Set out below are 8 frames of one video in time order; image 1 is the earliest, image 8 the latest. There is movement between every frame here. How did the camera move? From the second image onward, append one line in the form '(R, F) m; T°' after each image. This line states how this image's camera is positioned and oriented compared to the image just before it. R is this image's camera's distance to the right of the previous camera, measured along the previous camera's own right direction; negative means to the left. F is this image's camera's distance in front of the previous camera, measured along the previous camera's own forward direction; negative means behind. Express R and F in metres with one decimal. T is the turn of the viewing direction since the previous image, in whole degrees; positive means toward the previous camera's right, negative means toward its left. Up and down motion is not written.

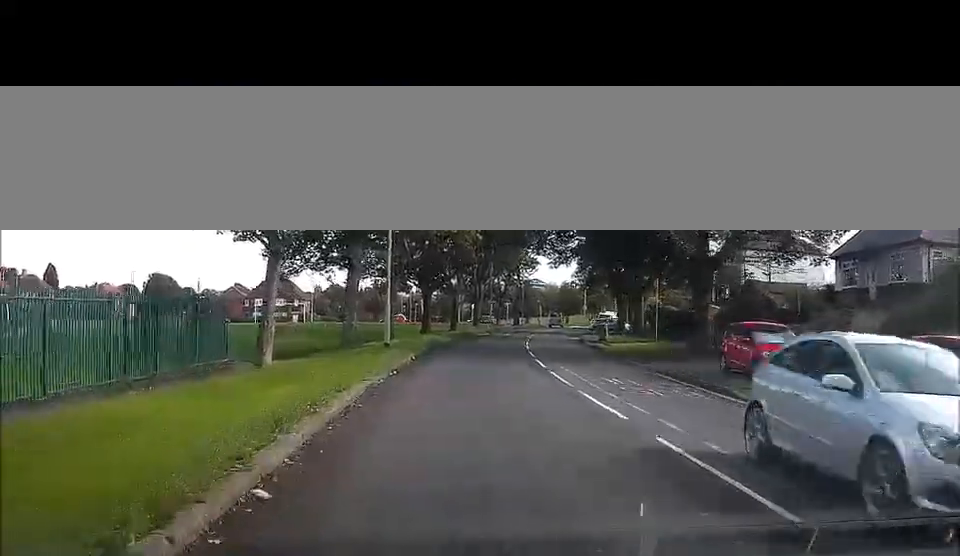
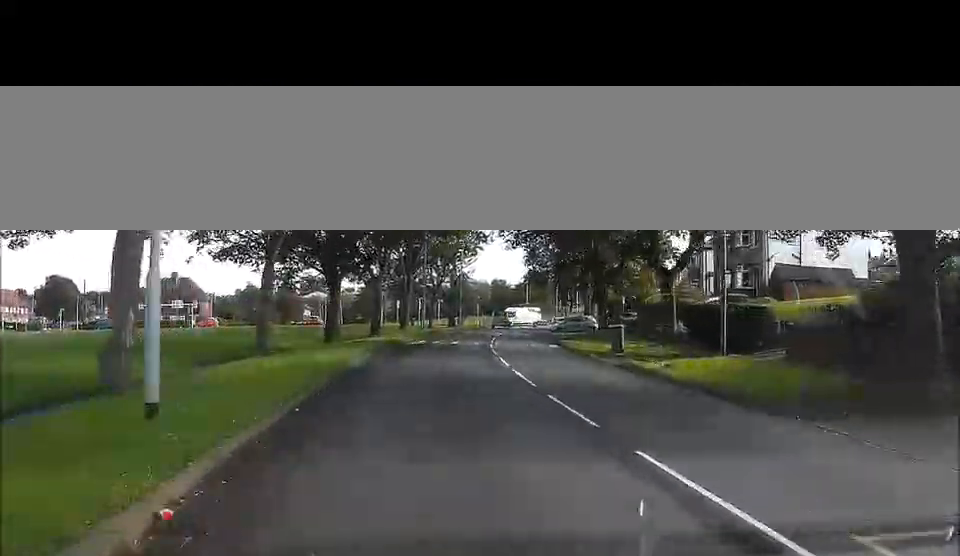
(+0.8, +18.8) m; +5°
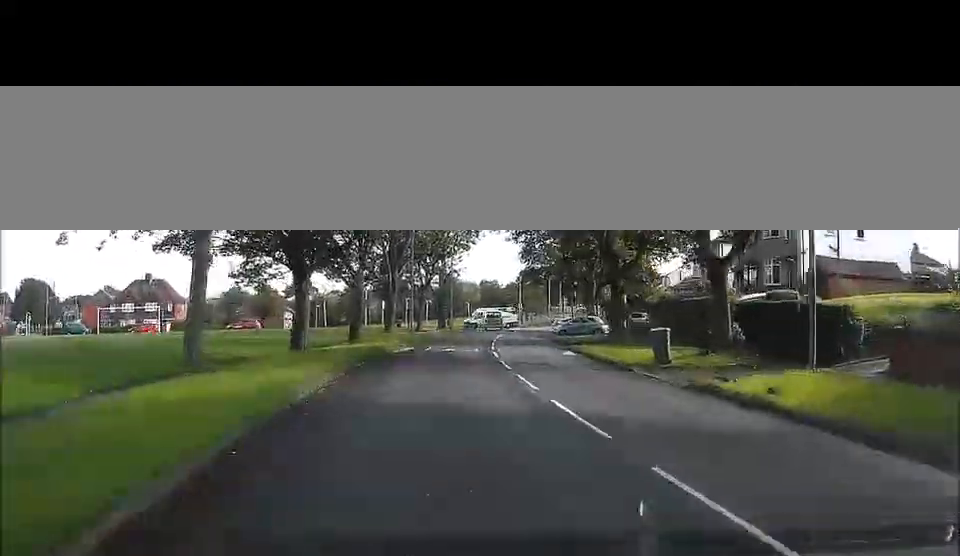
(-0.1, +6.6) m; +2°
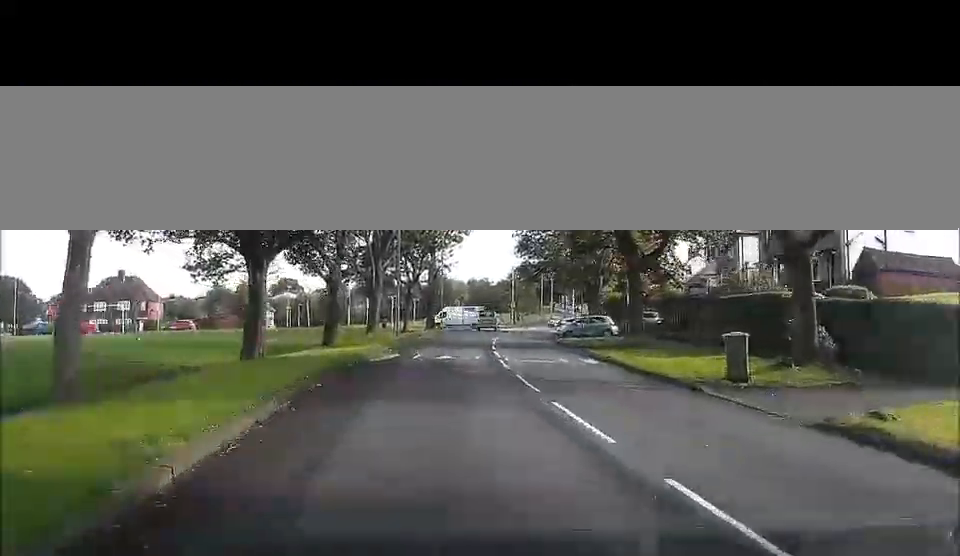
(+0.3, +6.2) m; 0°
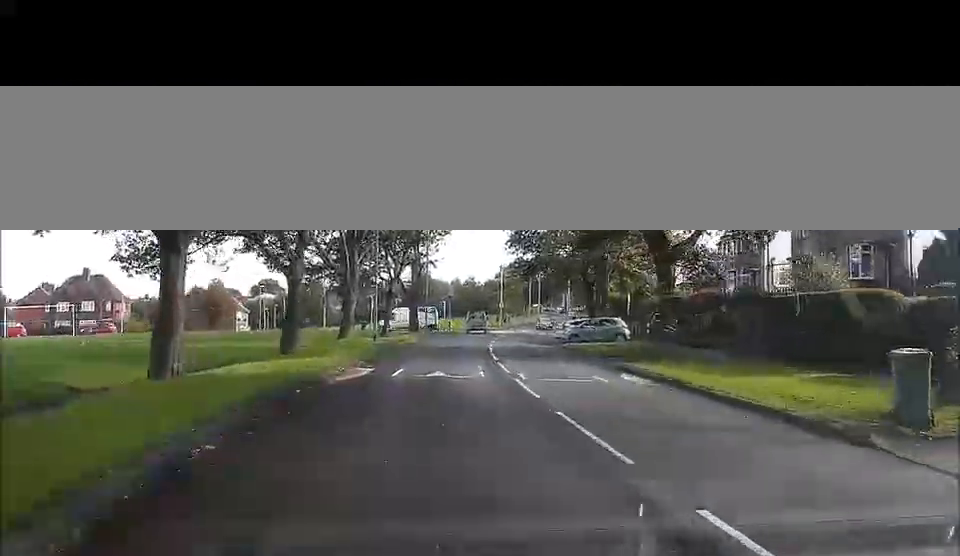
(0.0, +6.7) m; 0°
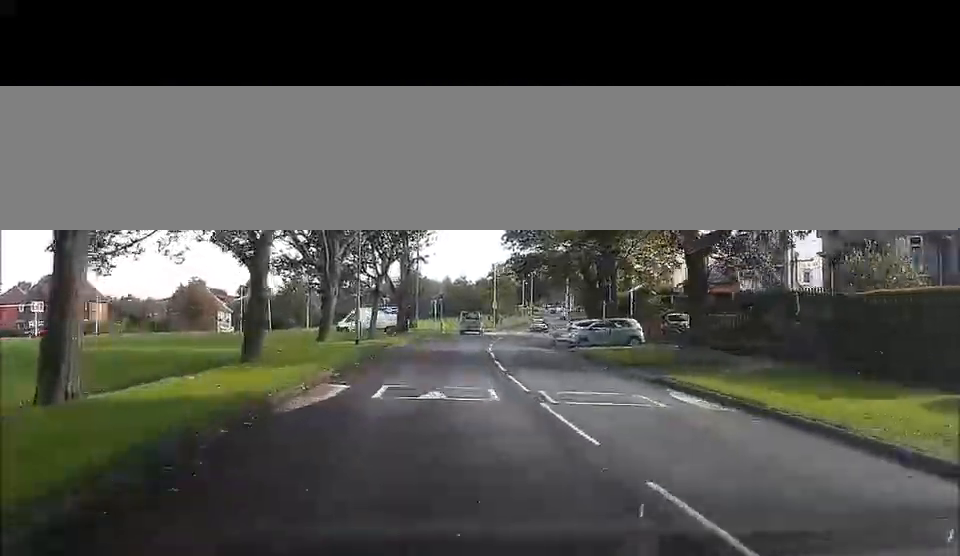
(-0.2, +4.4) m; 0°
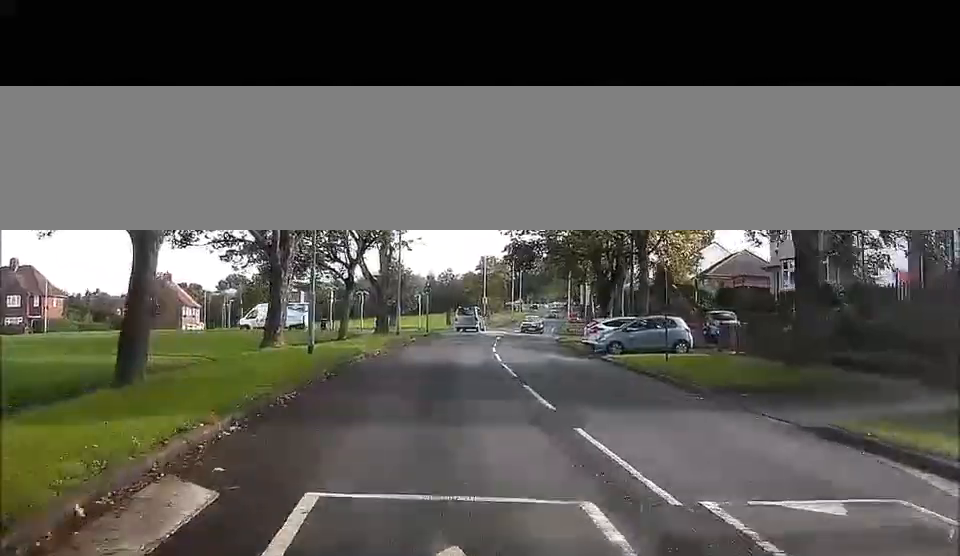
(+0.2, +8.5) m; +1°
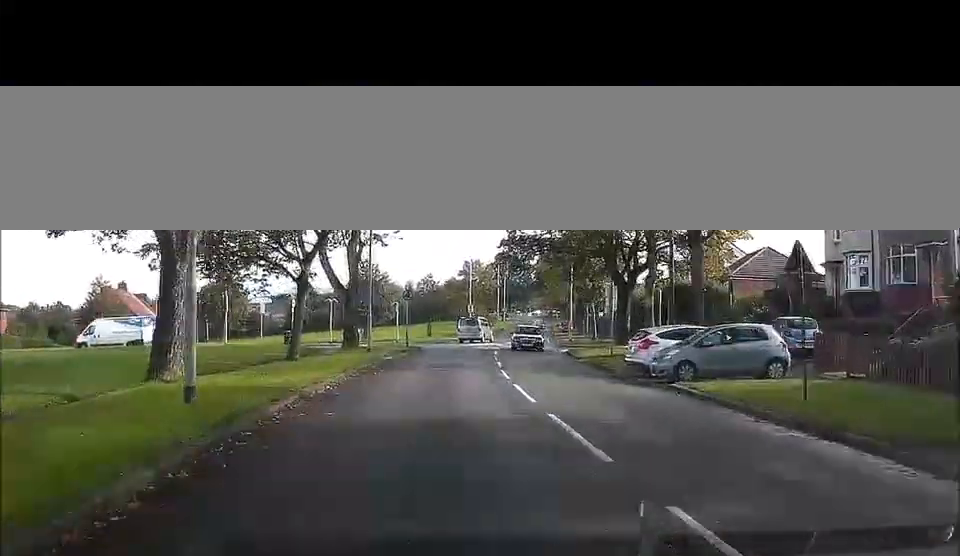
(-0.2, +9.7) m; -4°
